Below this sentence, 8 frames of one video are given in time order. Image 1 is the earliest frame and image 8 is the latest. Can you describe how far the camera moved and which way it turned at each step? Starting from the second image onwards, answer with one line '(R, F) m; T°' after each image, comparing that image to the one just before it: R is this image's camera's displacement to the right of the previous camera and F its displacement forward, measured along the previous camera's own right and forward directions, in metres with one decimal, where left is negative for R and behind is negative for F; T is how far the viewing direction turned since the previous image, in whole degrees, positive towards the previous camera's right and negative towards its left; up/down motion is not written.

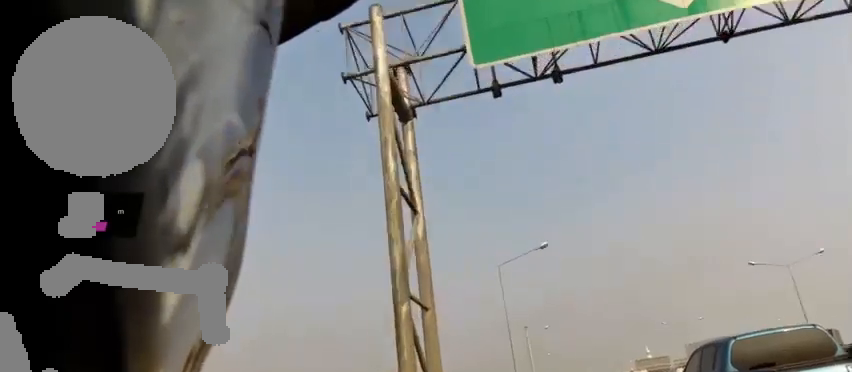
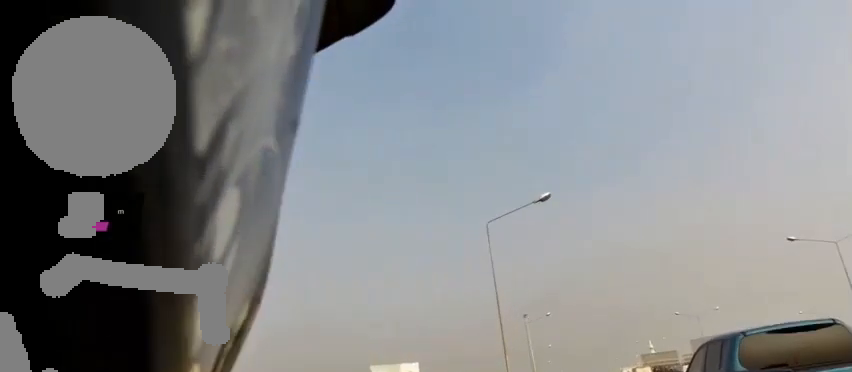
(-0.3, +7.2) m; -2°
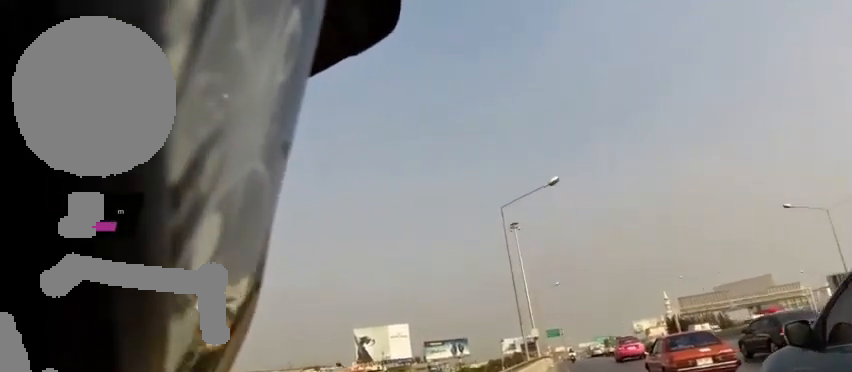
(+0.5, +36.3) m; +1°
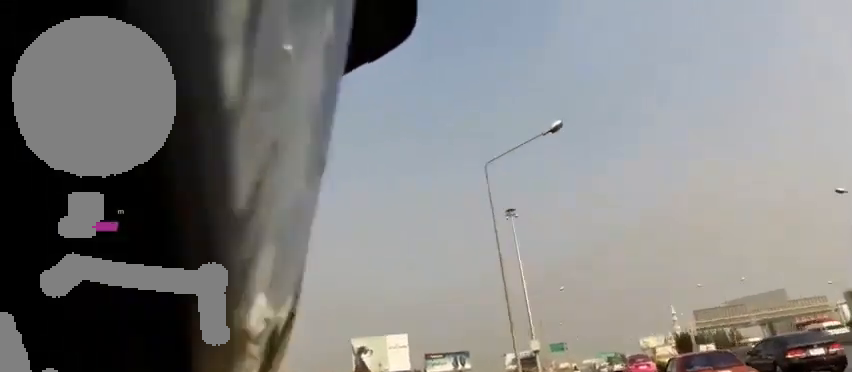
(0.0, +7.4) m; 0°
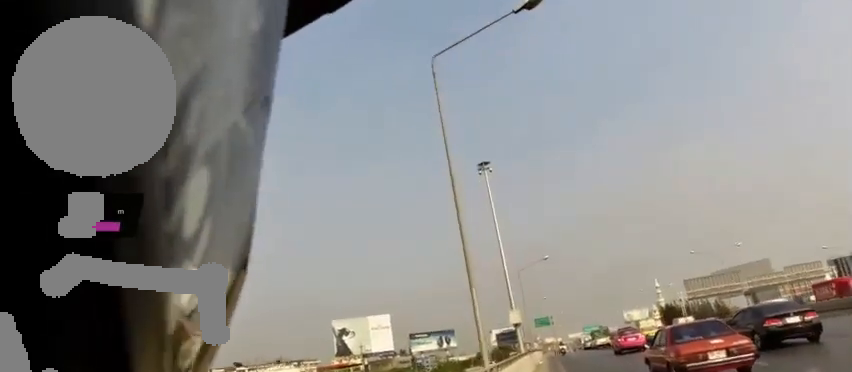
(-0.1, +6.6) m; 0°
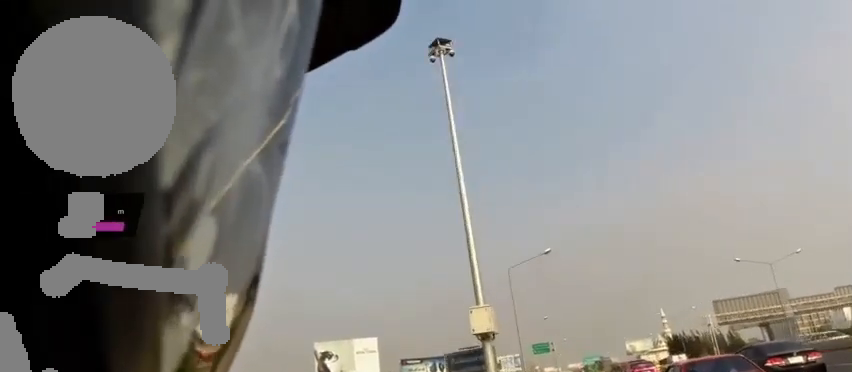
(-0.1, +16.2) m; 0°
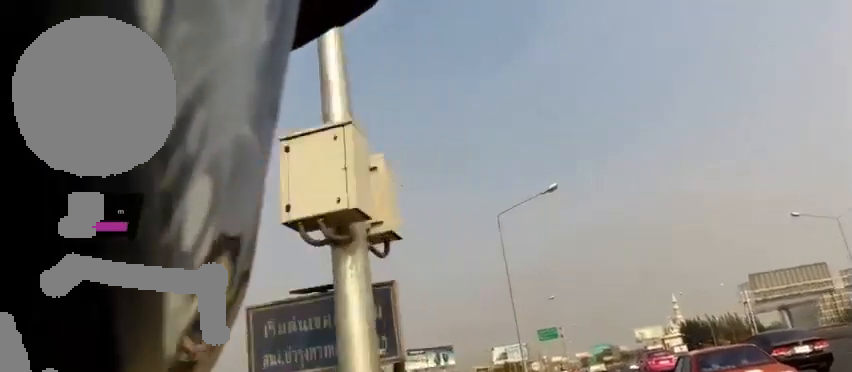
(0.0, +12.1) m; 0°
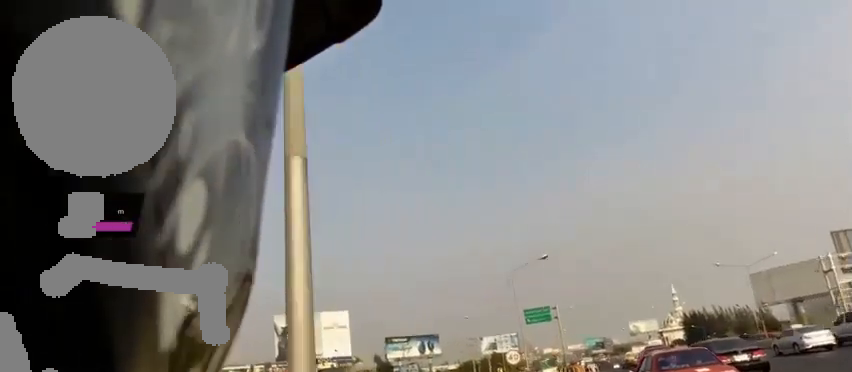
(0.0, +24.9) m; +1°
